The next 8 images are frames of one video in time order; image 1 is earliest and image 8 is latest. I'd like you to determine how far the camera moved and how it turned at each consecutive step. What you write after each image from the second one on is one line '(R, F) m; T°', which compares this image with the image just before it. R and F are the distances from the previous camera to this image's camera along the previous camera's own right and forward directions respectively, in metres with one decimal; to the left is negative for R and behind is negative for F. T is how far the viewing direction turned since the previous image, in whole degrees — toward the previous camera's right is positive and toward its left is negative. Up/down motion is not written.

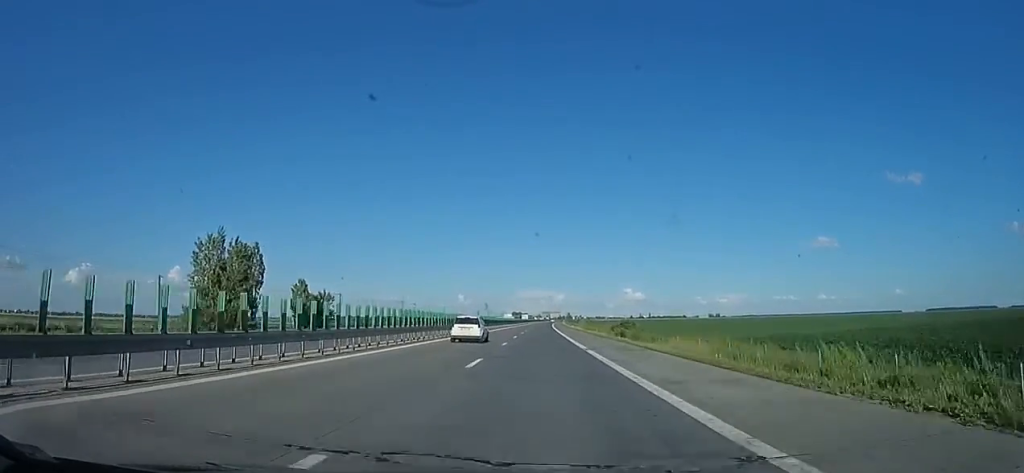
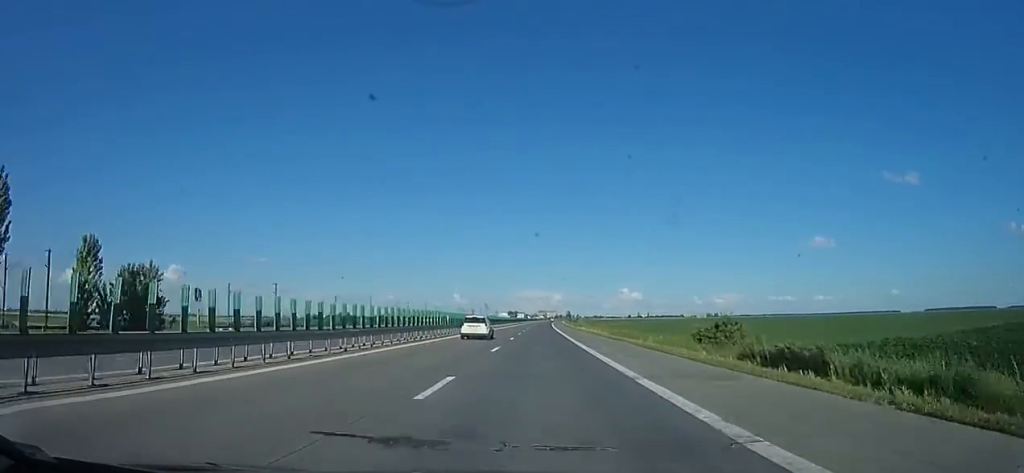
(0.0, +29.3) m; 0°
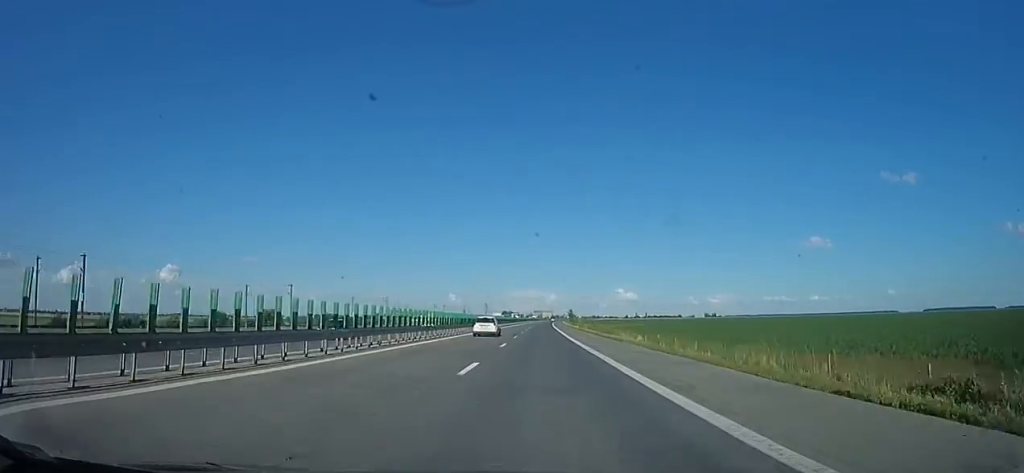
(-0.1, +44.2) m; 0°
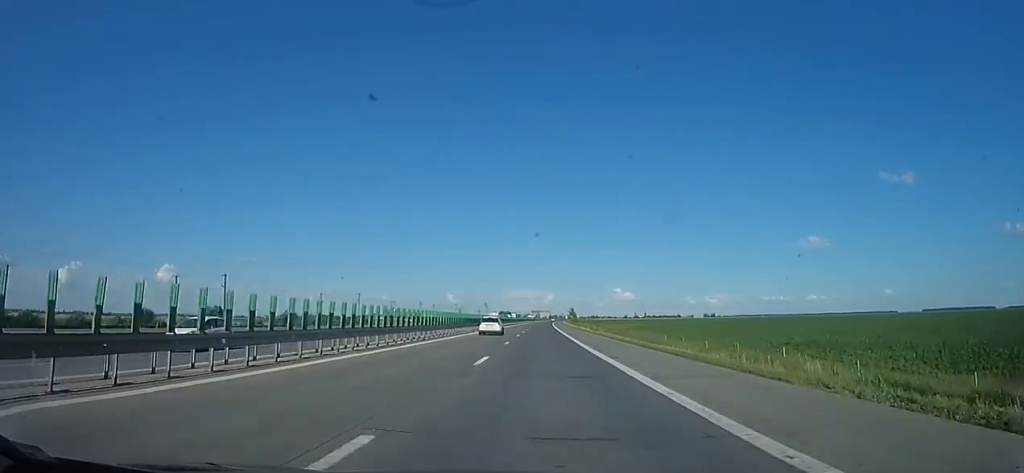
(0.0, +21.6) m; 0°
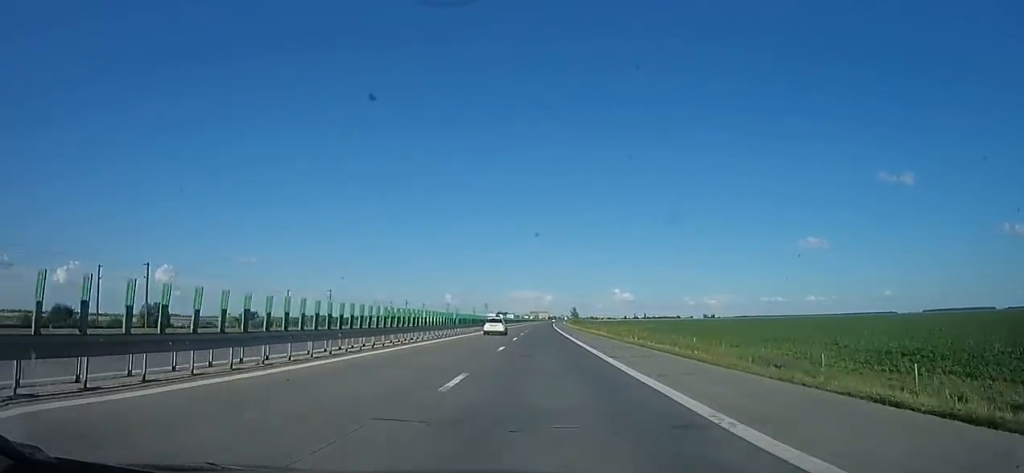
(0.0, +17.3) m; 0°
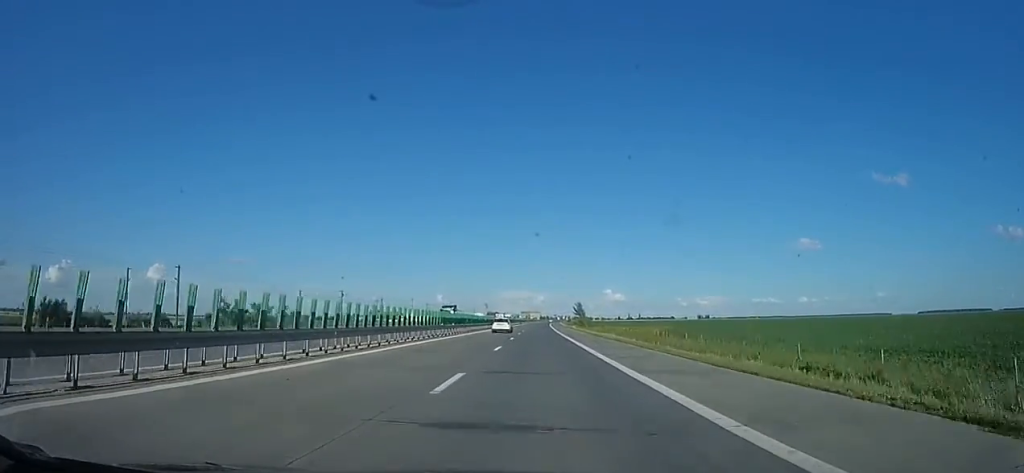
(+1.7, +48.1) m; +3°
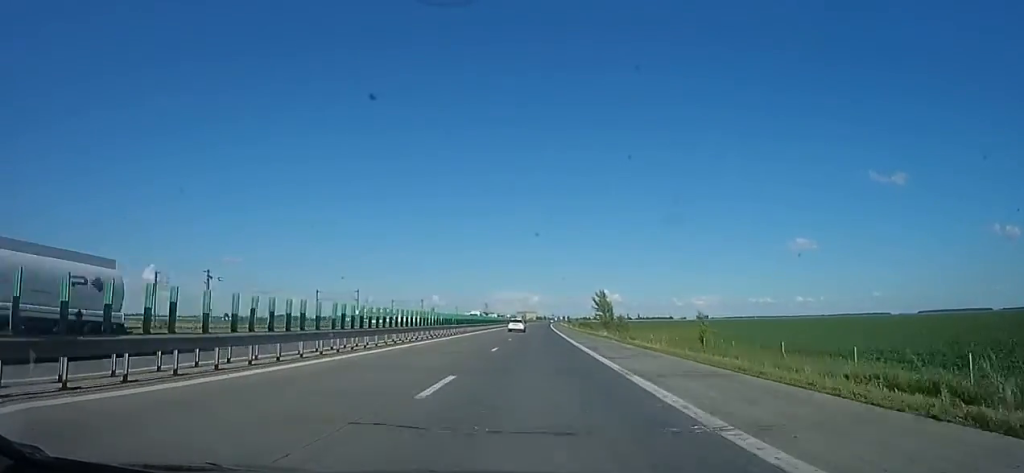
(-1.0, +47.9) m; -3°
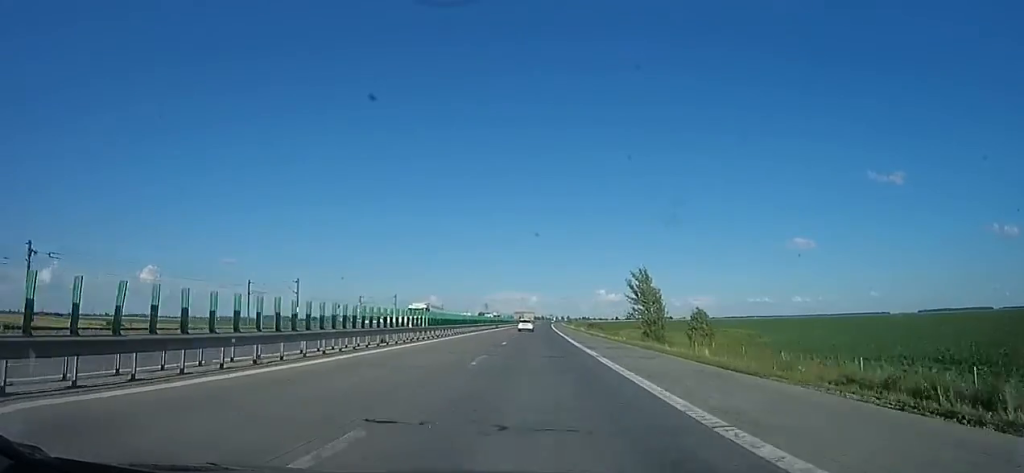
(0.0, +29.6) m; +3°
